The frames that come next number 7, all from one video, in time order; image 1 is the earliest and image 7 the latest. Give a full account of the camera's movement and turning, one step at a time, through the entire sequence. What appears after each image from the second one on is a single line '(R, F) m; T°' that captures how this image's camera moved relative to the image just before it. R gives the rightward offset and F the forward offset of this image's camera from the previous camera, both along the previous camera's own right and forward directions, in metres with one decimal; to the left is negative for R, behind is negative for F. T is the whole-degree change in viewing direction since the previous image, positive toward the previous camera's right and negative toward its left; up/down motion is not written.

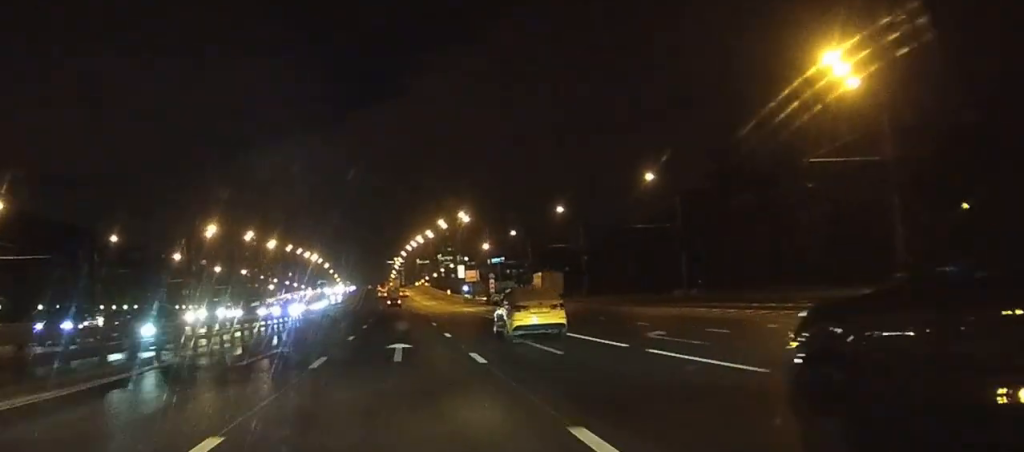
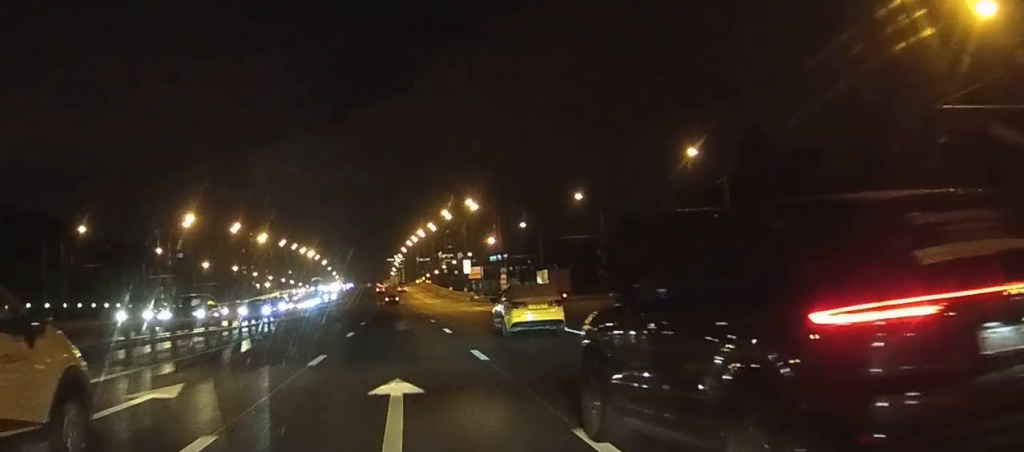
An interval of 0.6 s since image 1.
(0.0, +12.2) m; 0°
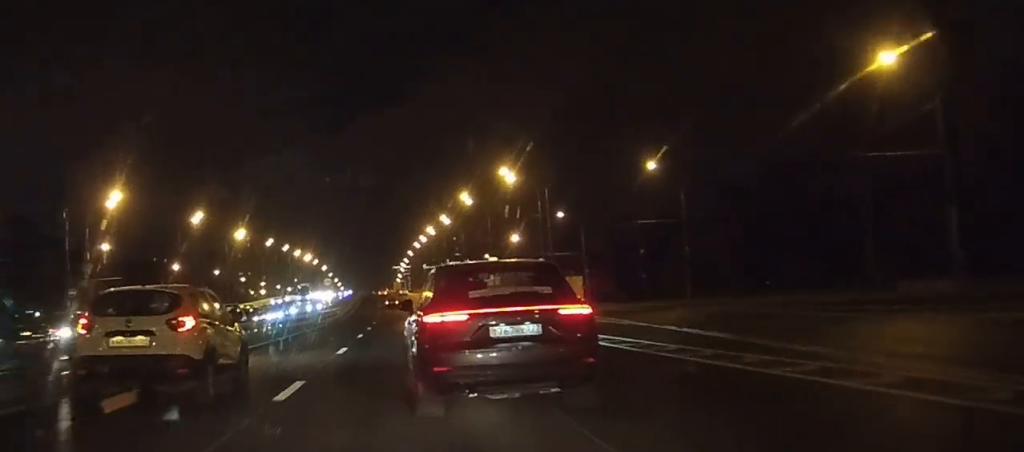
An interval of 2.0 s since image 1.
(0.0, +29.0) m; 0°
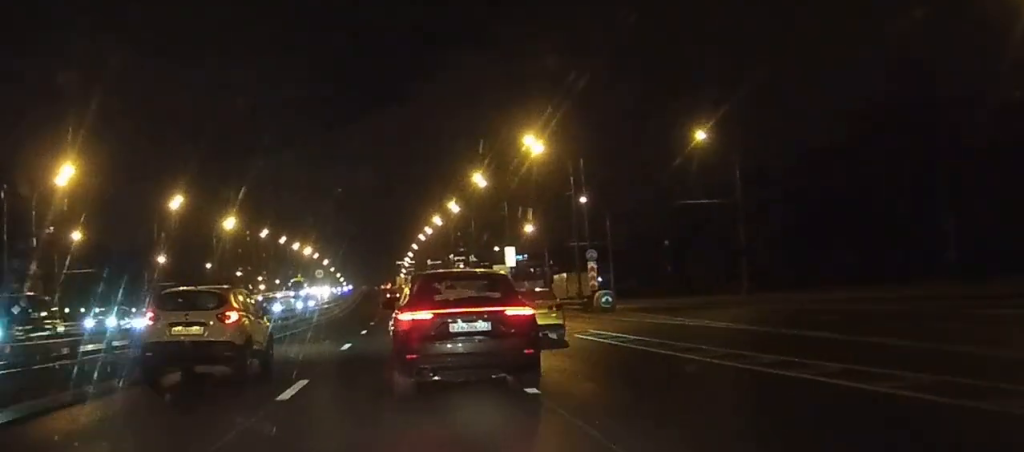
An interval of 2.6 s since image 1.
(0.0, +12.1) m; 0°
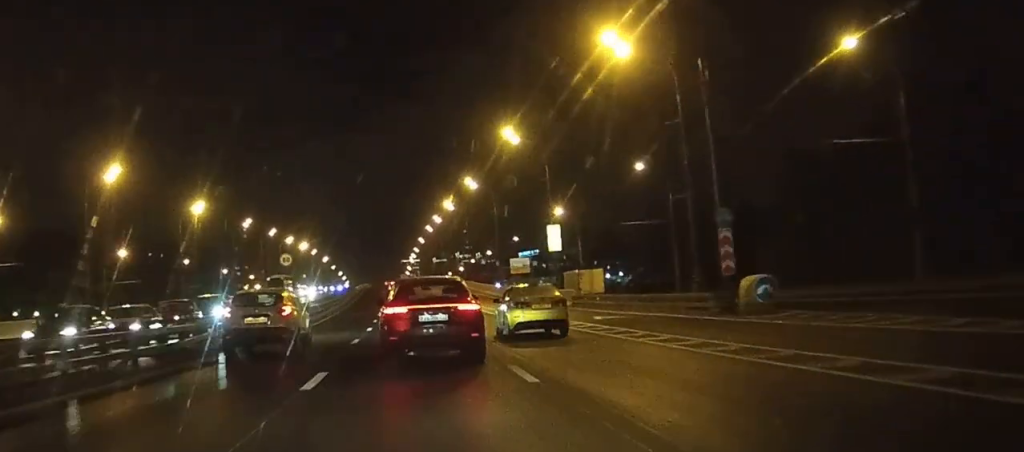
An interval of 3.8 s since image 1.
(-0.1, +22.8) m; 0°
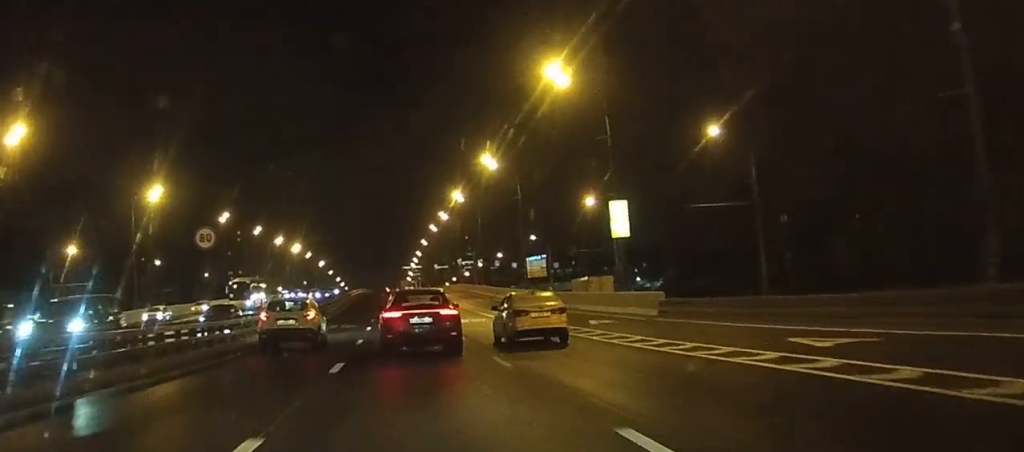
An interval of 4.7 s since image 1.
(-0.1, +19.4) m; 0°
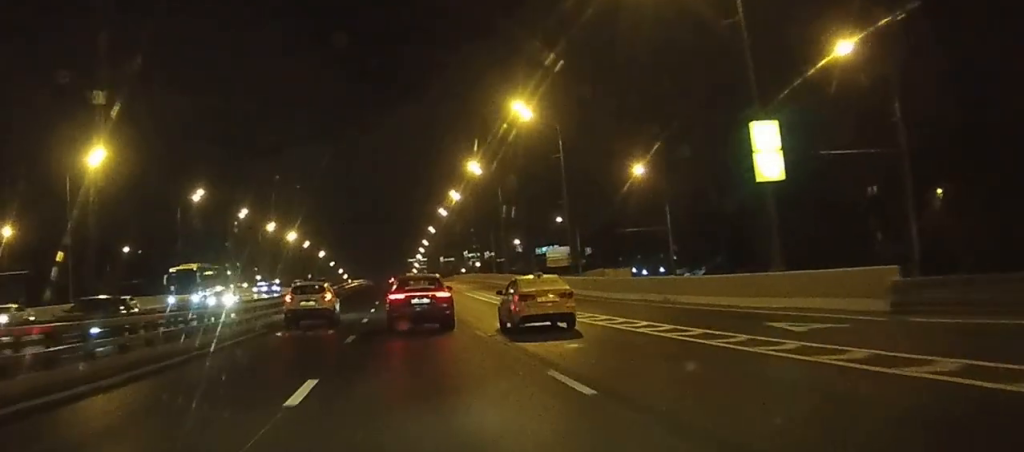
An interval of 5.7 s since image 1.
(0.0, +18.7) m; 0°
